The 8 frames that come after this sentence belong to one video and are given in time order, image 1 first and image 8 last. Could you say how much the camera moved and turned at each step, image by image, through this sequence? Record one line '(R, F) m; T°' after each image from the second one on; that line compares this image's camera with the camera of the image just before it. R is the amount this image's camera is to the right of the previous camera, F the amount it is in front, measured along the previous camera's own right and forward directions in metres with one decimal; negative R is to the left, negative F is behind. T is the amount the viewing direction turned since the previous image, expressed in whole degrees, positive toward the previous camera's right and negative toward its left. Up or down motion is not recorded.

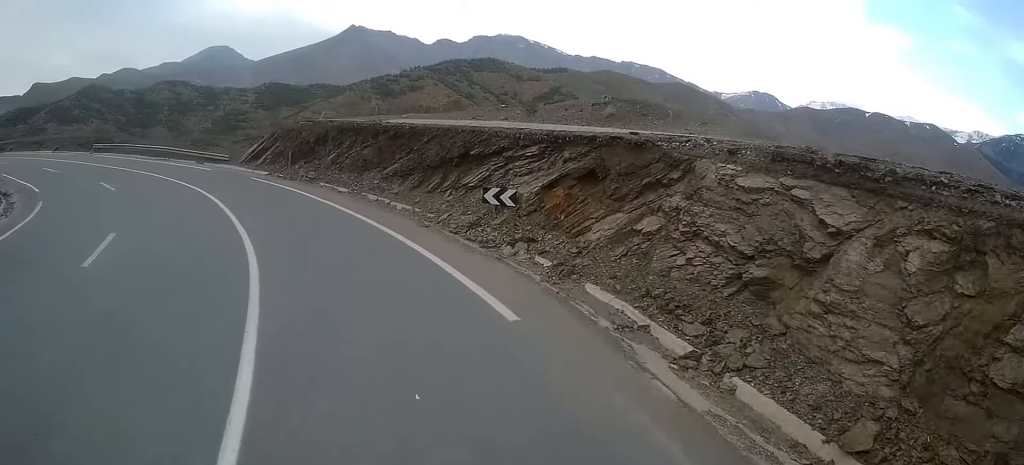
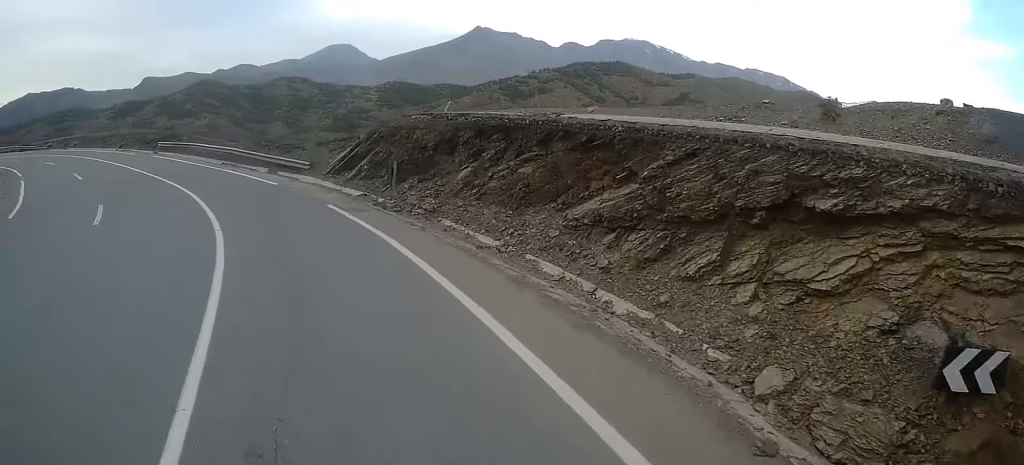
(-0.9, +11.1) m; -9°
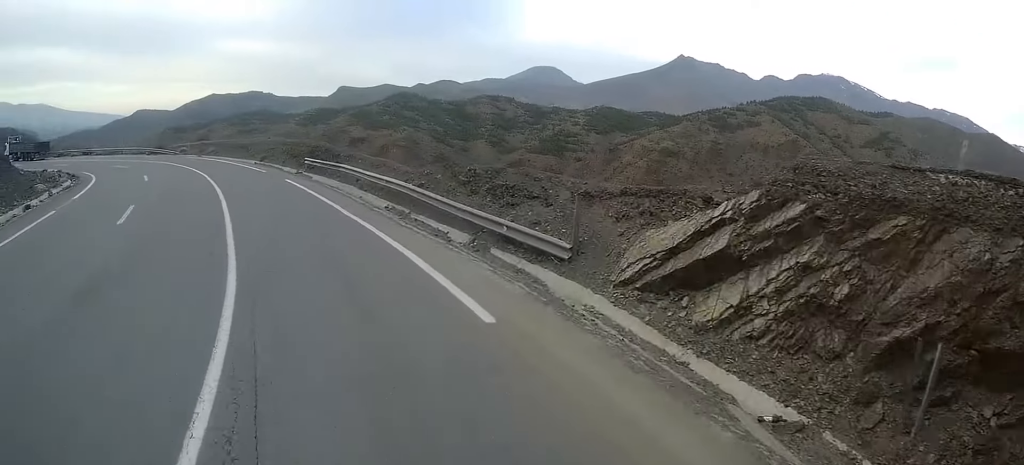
(-0.8, +14.2) m; -16°
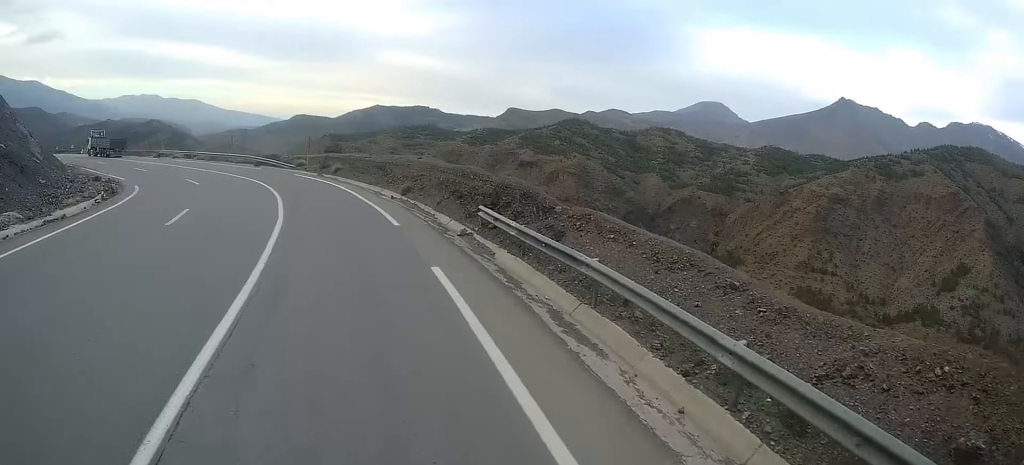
(-3.3, +14.7) m; -15°
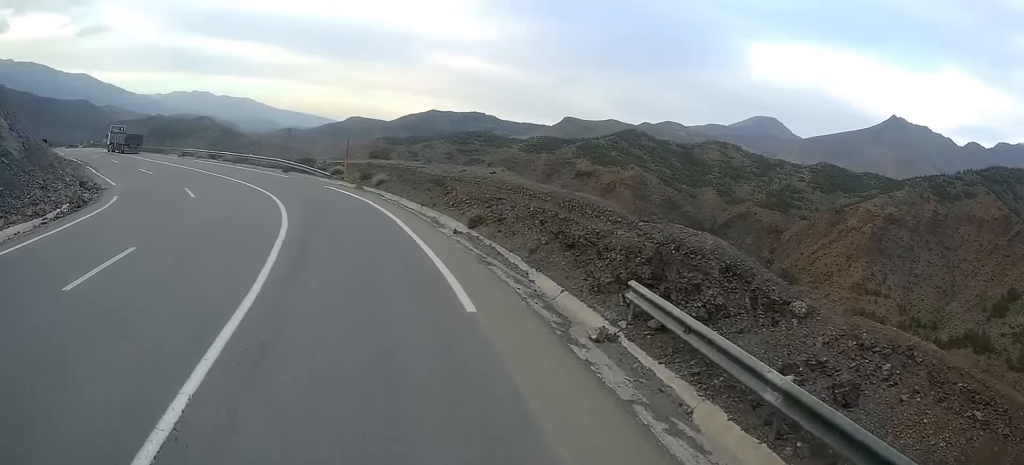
(-0.2, +7.9) m; -6°
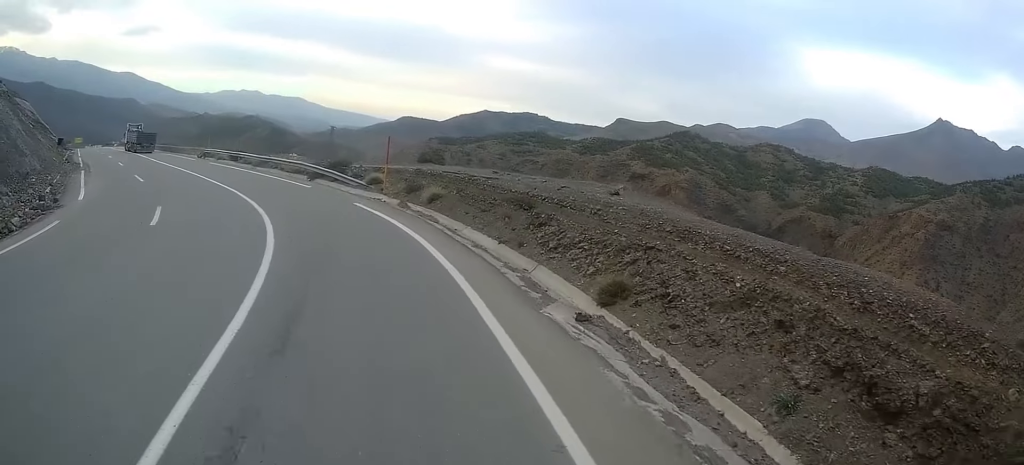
(-0.4, +8.0) m; -9°
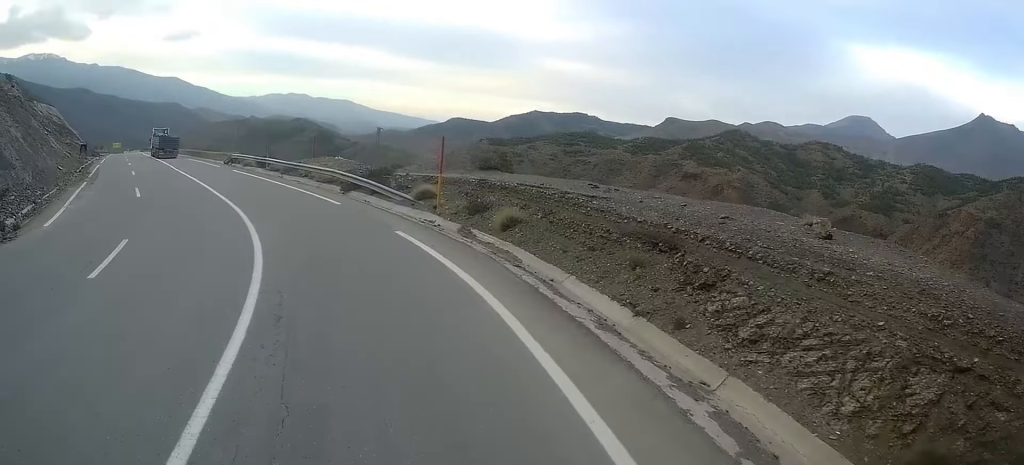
(-0.6, +5.8) m; -4°
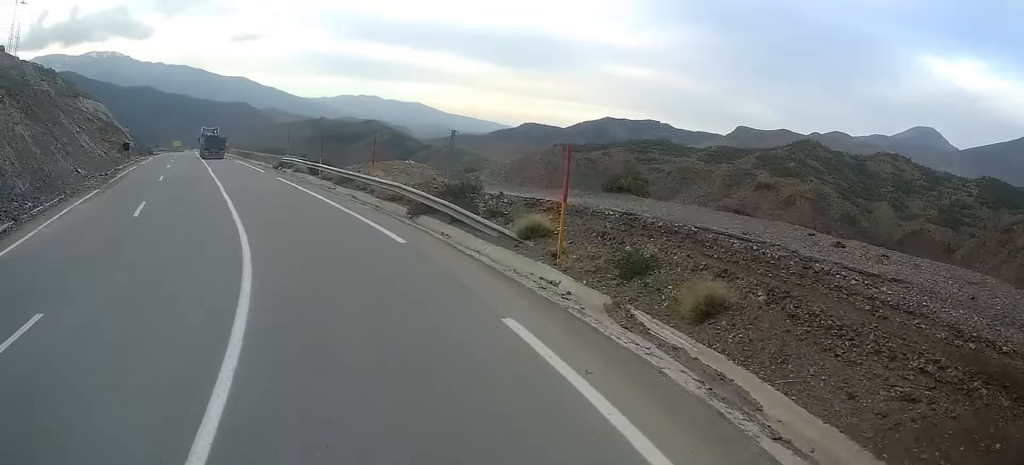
(-0.2, +6.8) m; -5°
